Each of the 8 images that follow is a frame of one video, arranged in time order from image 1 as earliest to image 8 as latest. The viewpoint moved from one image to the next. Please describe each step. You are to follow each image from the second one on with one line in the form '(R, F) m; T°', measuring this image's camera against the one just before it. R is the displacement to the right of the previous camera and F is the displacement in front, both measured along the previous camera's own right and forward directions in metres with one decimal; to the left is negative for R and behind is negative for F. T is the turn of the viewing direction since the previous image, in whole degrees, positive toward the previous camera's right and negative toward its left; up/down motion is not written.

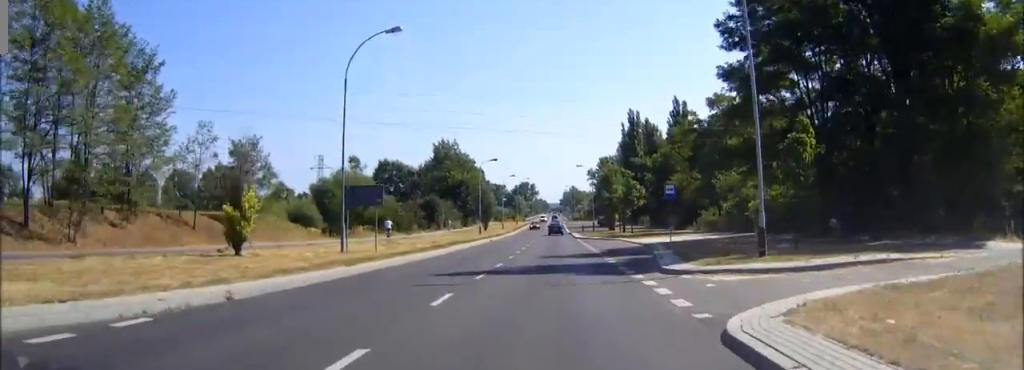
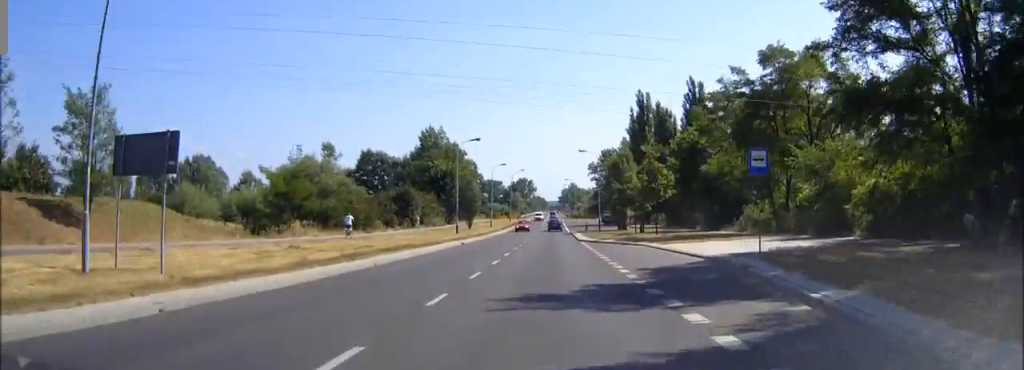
(-0.1, +17.6) m; 0°
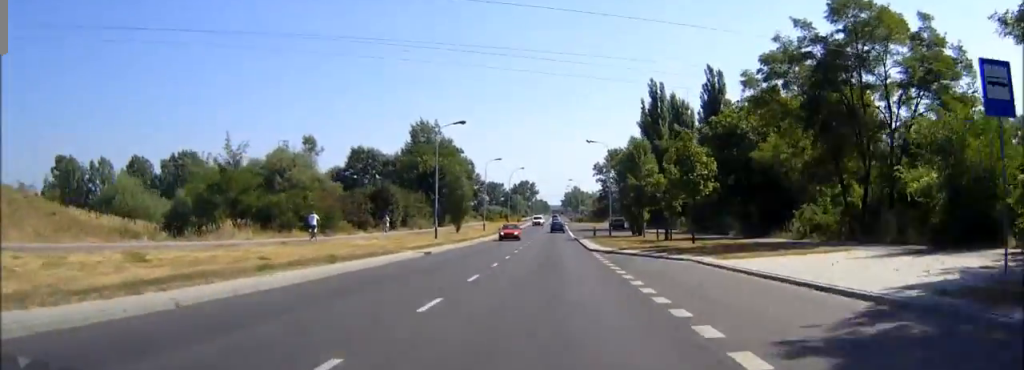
(0.0, +12.5) m; 0°
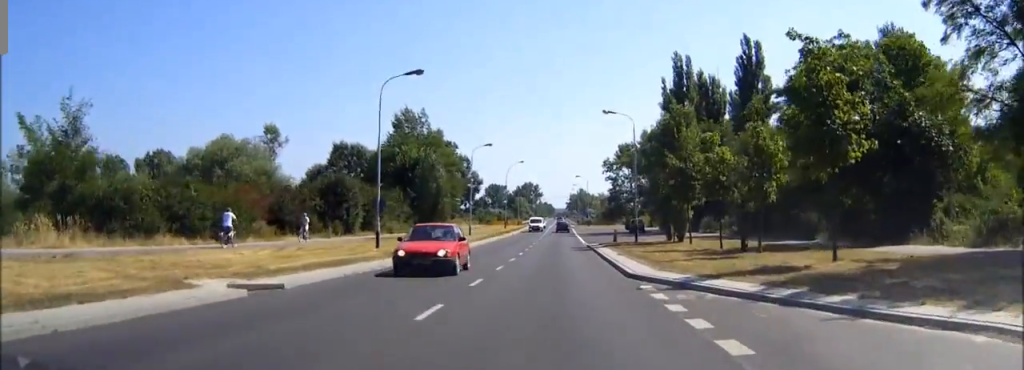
(0.0, +18.6) m; 0°
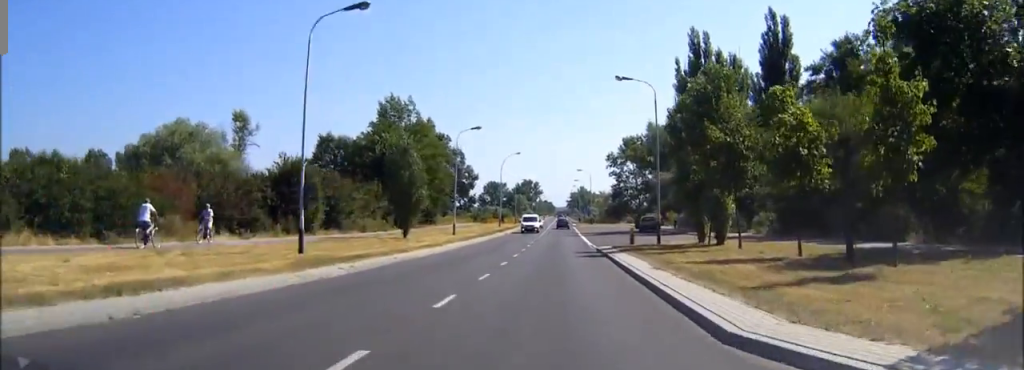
(0.0, +10.7) m; 0°
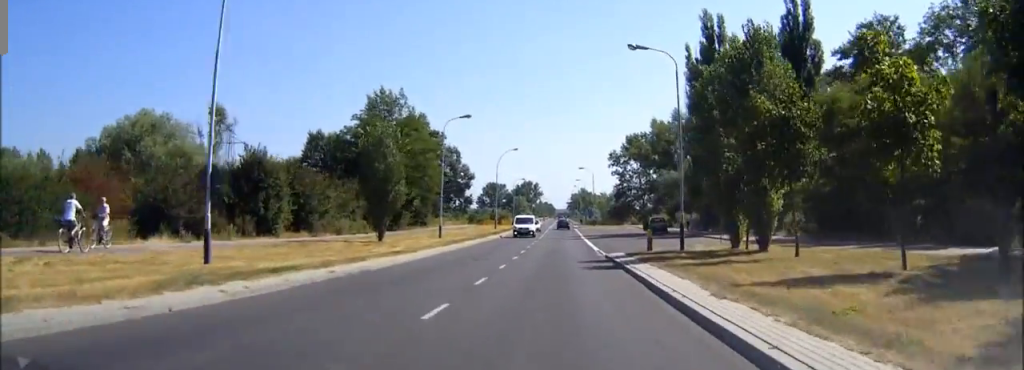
(0.0, +7.0) m; 0°
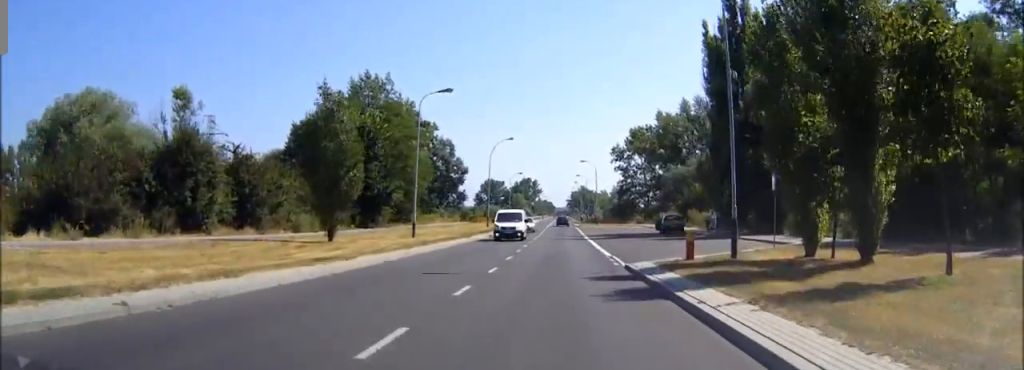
(0.0, +9.2) m; 0°
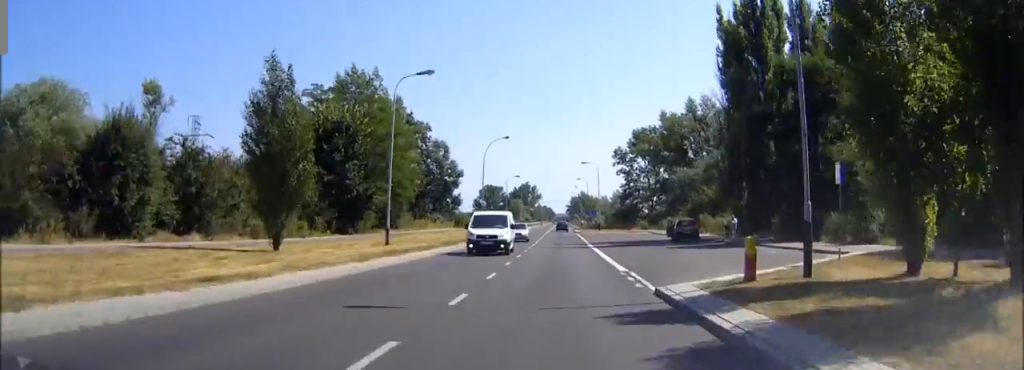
(0.0, +6.6) m; 0°
